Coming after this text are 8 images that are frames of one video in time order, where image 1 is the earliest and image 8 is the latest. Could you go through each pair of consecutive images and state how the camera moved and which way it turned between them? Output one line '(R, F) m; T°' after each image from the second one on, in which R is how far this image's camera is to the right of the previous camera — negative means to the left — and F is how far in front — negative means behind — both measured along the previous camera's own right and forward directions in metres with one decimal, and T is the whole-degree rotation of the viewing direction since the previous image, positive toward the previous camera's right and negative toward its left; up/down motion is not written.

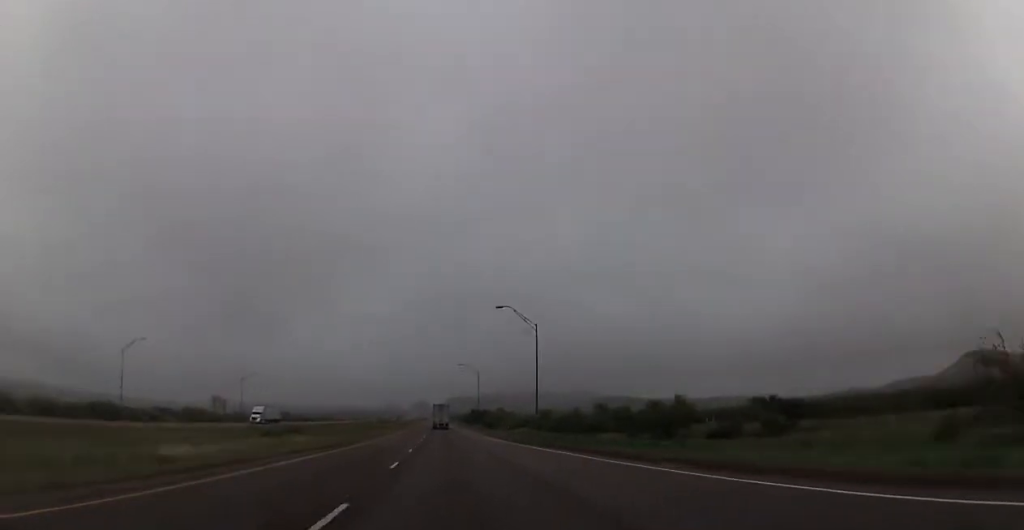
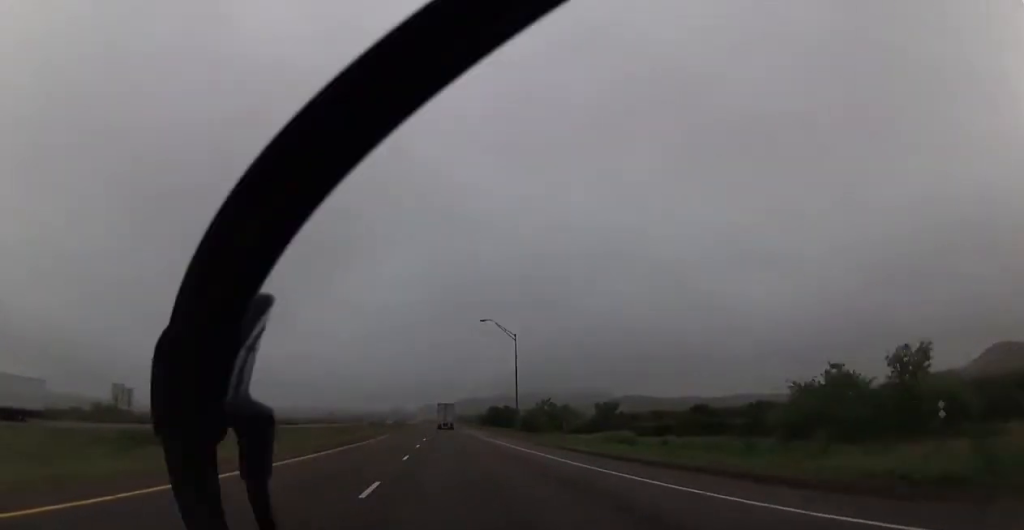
(-0.1, +57.0) m; 0°
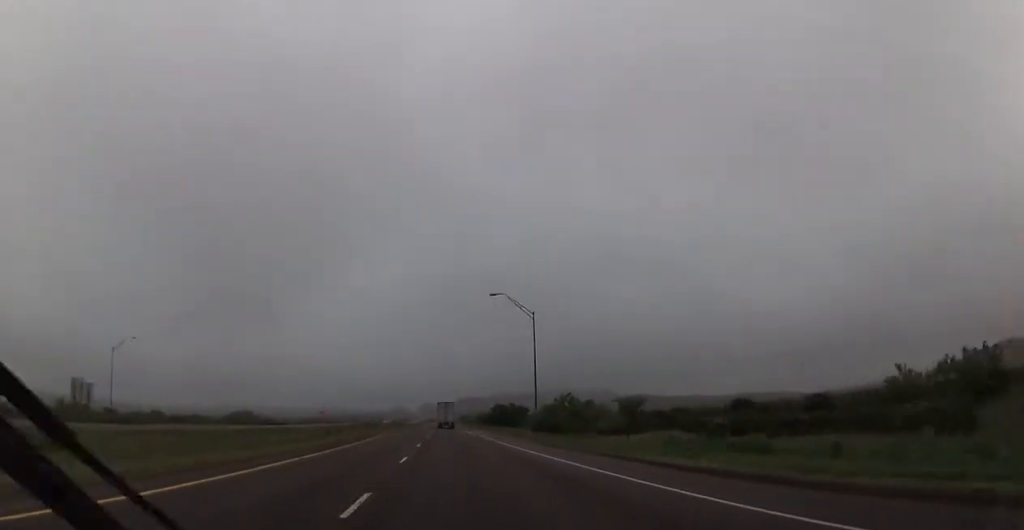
(0.0, +14.5) m; 0°
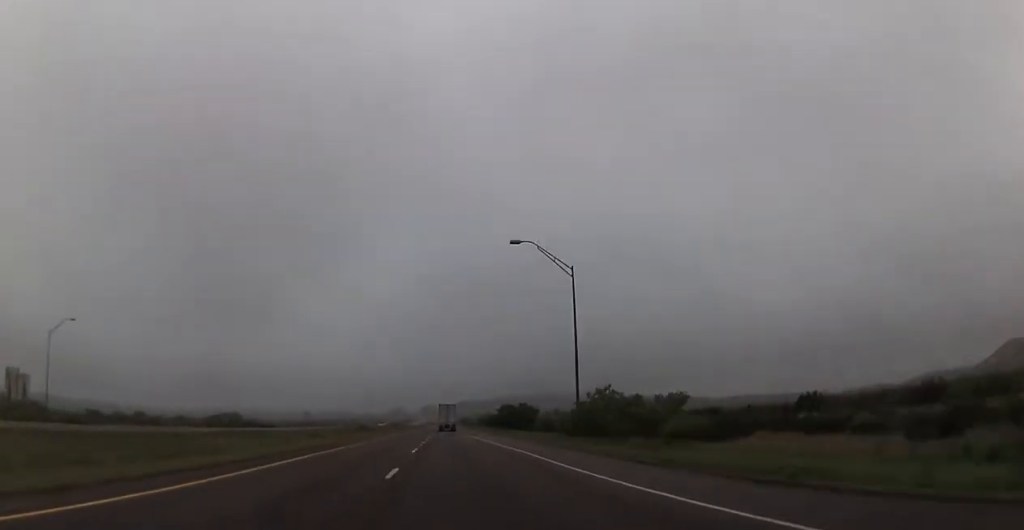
(0.0, +17.9) m; 0°
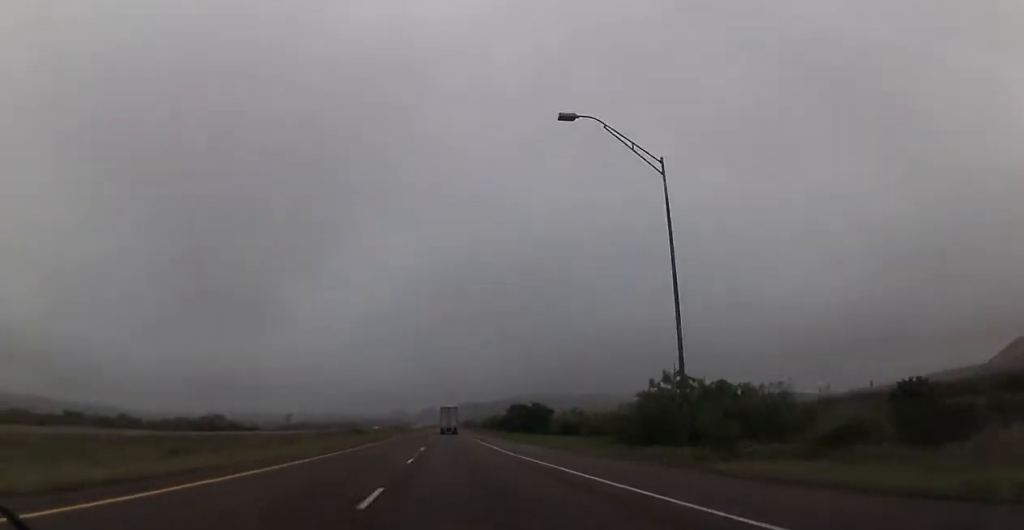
(+0.1, +17.9) m; 0°
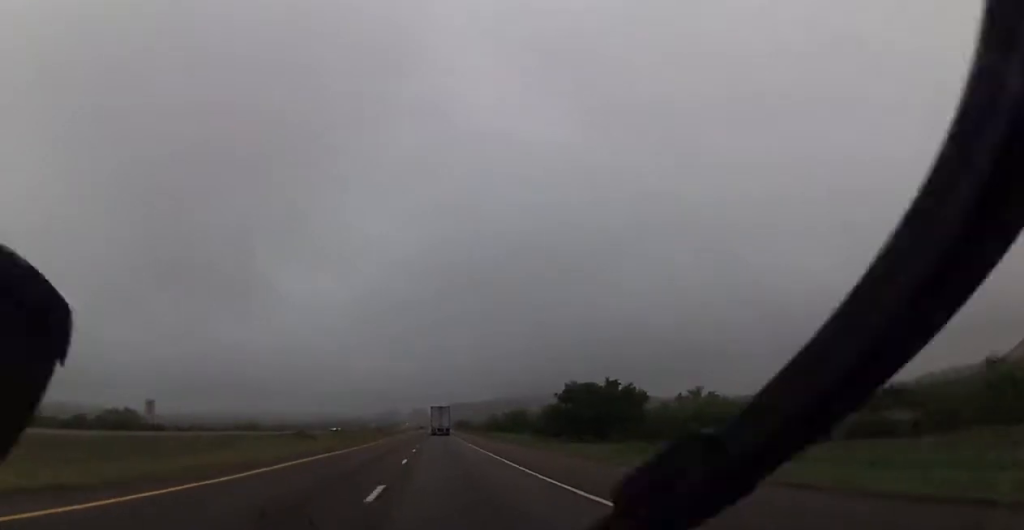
(-0.1, +59.1) m; +1°
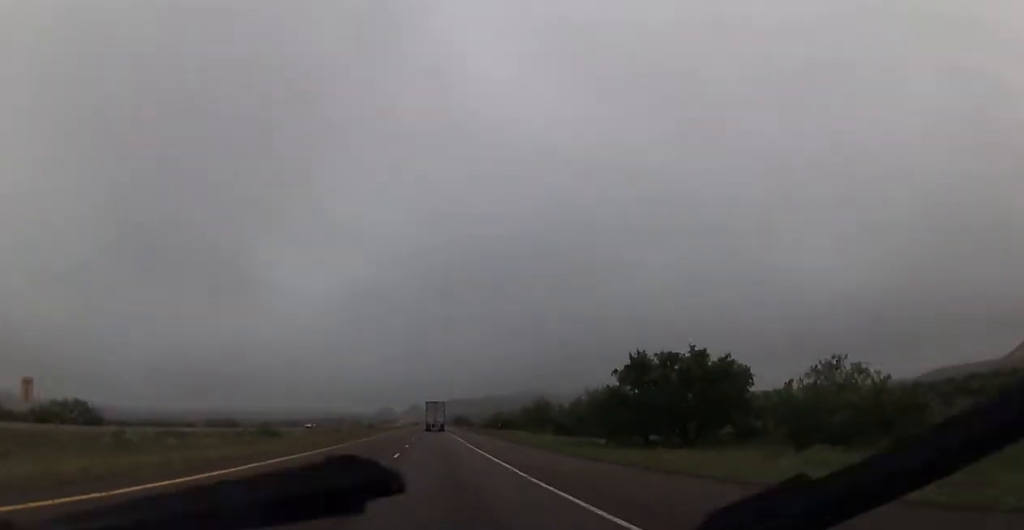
(+0.1, +22.3) m; 0°
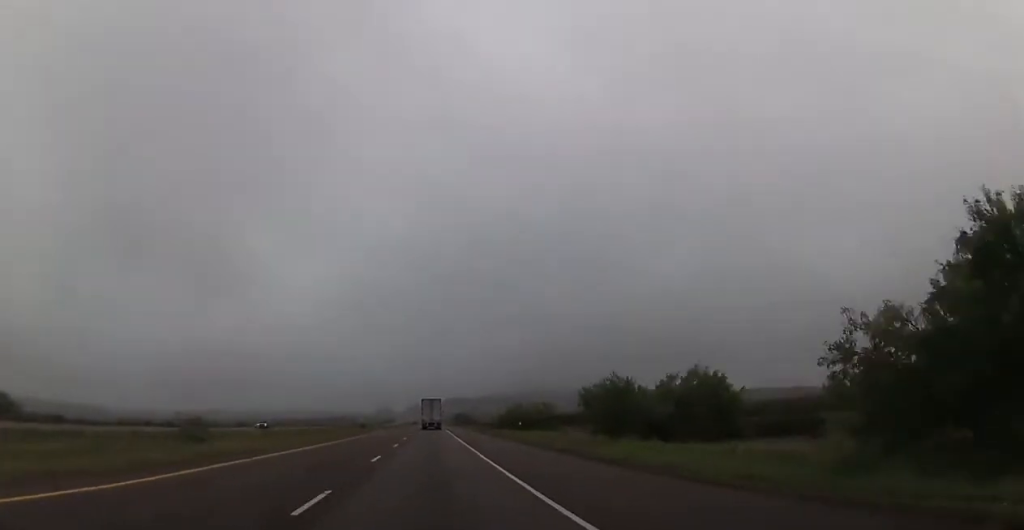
(0.0, +29.0) m; 0°
